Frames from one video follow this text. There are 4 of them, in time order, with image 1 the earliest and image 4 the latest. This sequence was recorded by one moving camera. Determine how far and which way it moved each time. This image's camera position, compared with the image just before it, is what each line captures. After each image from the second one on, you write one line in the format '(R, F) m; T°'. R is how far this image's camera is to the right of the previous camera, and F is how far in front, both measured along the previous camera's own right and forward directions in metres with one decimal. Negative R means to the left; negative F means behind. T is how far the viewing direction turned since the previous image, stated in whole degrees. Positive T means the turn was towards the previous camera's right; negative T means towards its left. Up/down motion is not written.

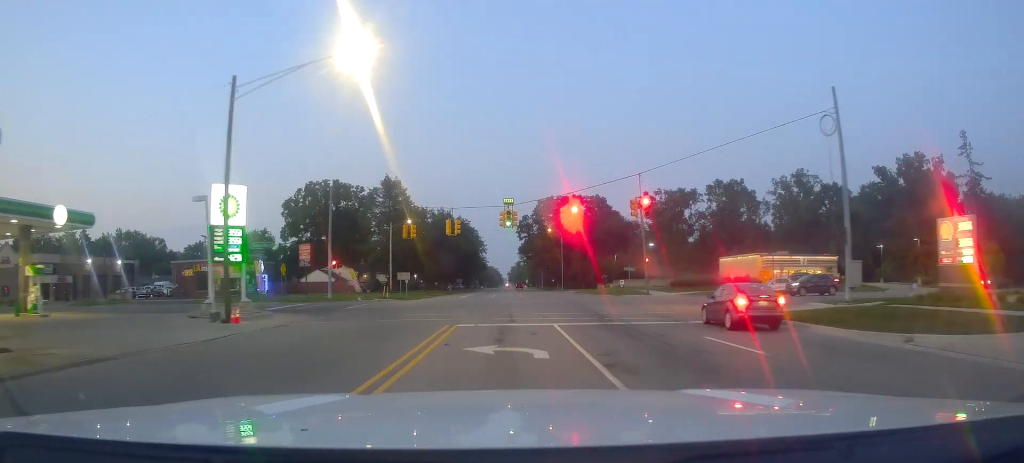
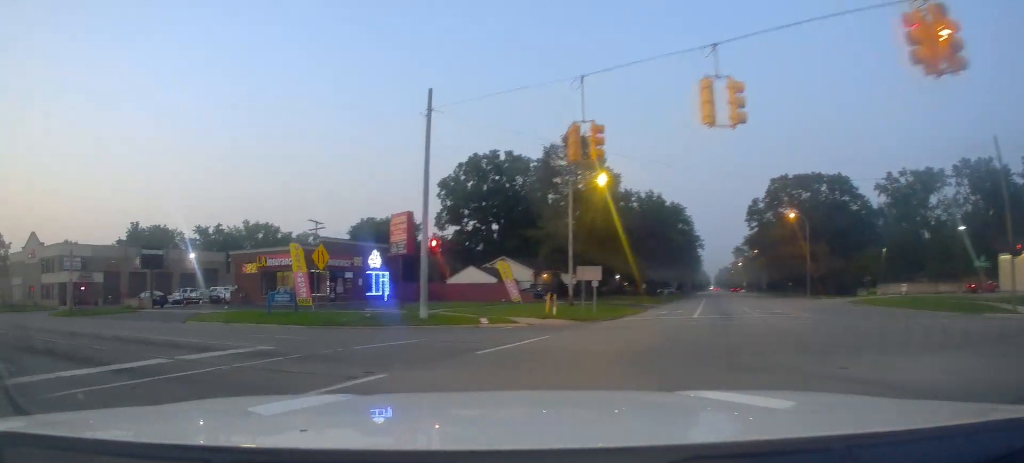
(-3.8, +32.1) m; -21°
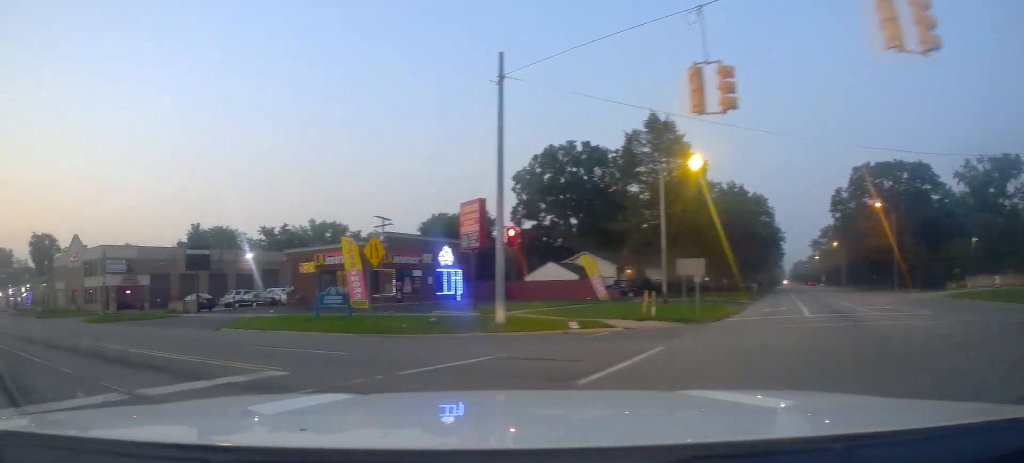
(0.0, +4.6) m; -7°
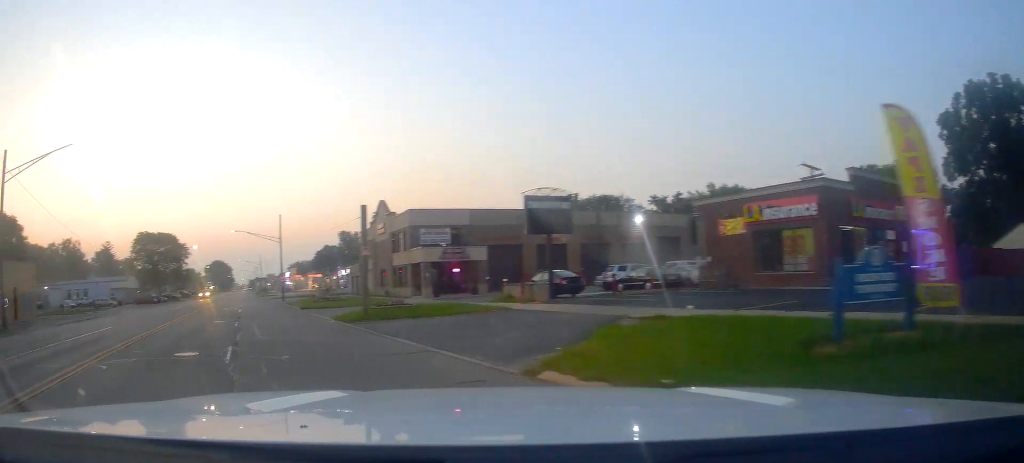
(-6.4, +17.8) m; -35°
